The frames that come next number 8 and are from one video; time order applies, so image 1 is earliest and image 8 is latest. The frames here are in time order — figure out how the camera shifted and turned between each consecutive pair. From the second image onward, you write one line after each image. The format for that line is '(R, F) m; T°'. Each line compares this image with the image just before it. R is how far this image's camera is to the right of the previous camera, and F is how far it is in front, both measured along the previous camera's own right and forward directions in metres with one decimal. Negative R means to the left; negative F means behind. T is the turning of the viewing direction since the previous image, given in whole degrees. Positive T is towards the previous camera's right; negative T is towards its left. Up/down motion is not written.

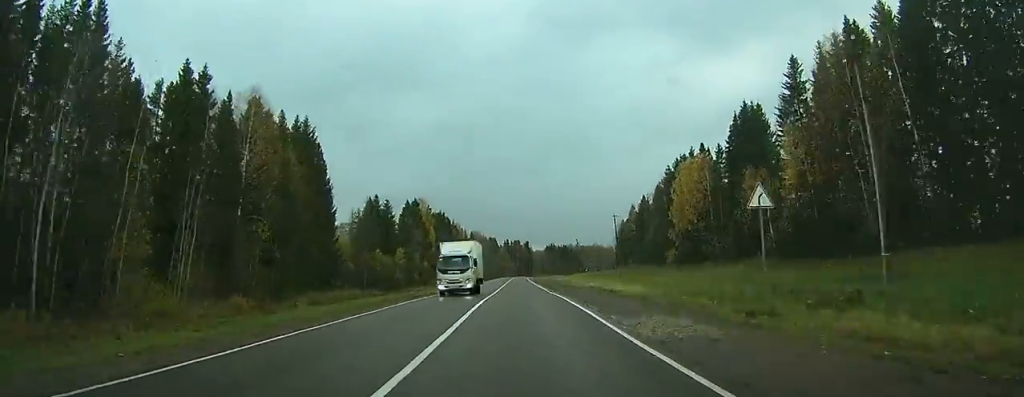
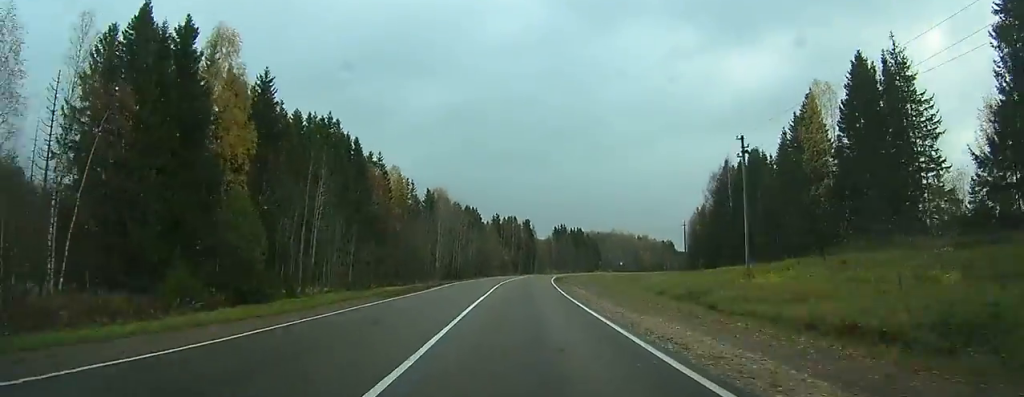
(-0.2, +112.4) m; +1°
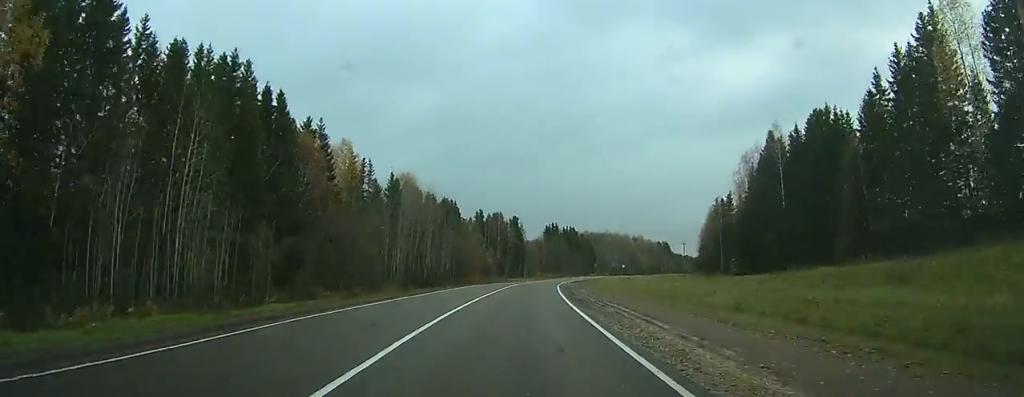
(+0.5, +25.6) m; +2°
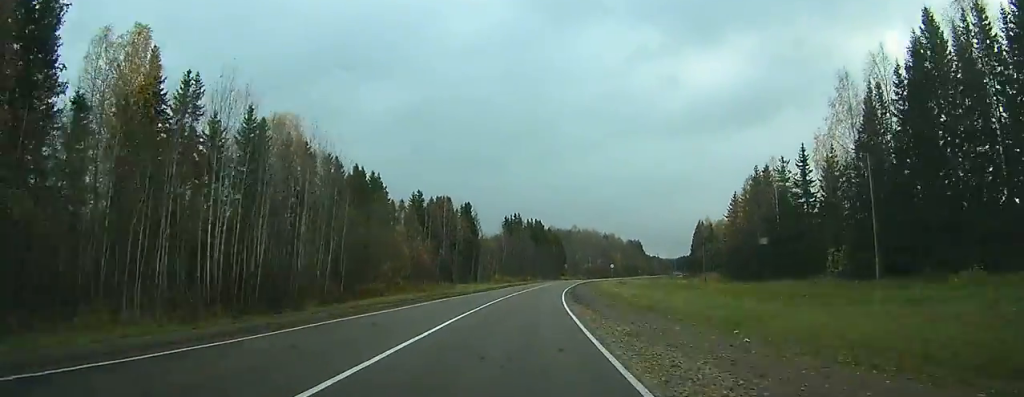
(+1.3, +45.8) m; +3°
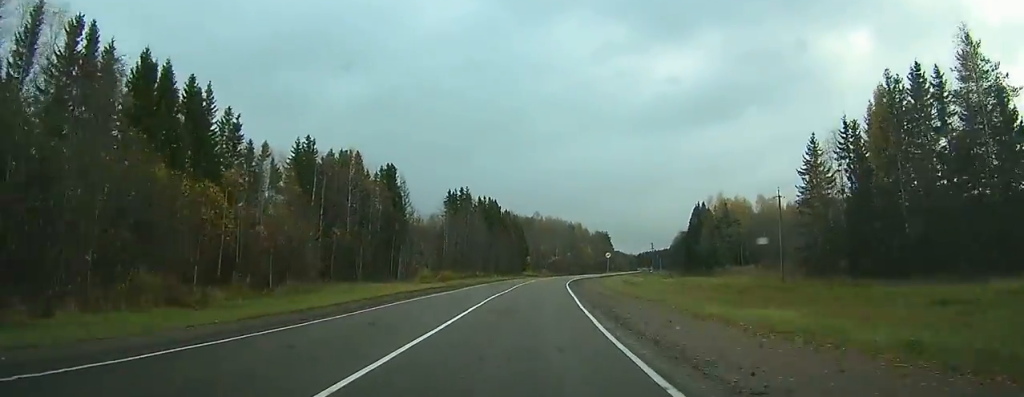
(+1.5, +47.6) m; +4°
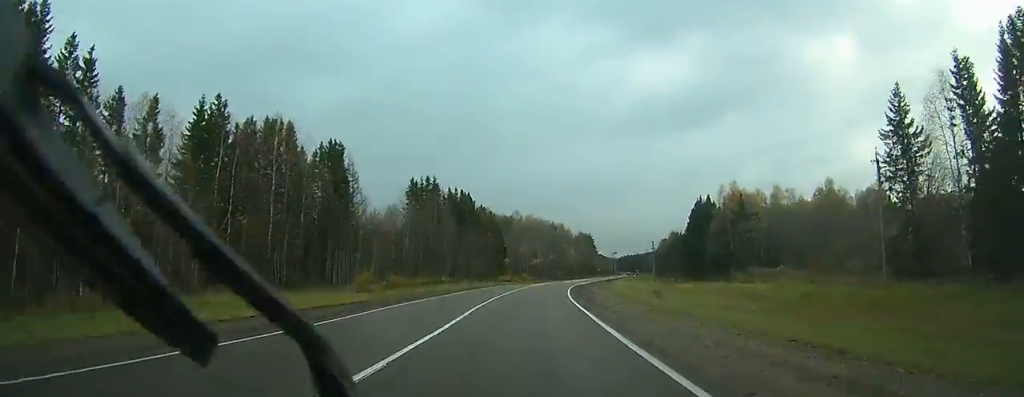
(+0.3, +21.5) m; +2°
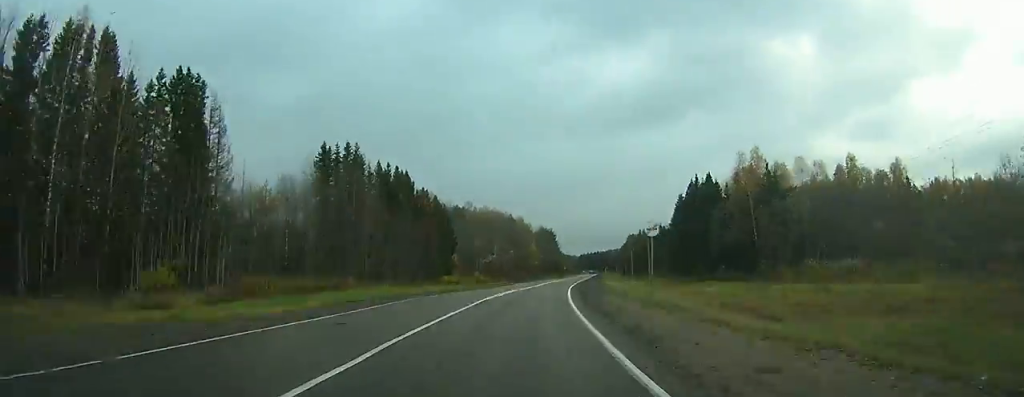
(+0.5, +30.3) m; +4°
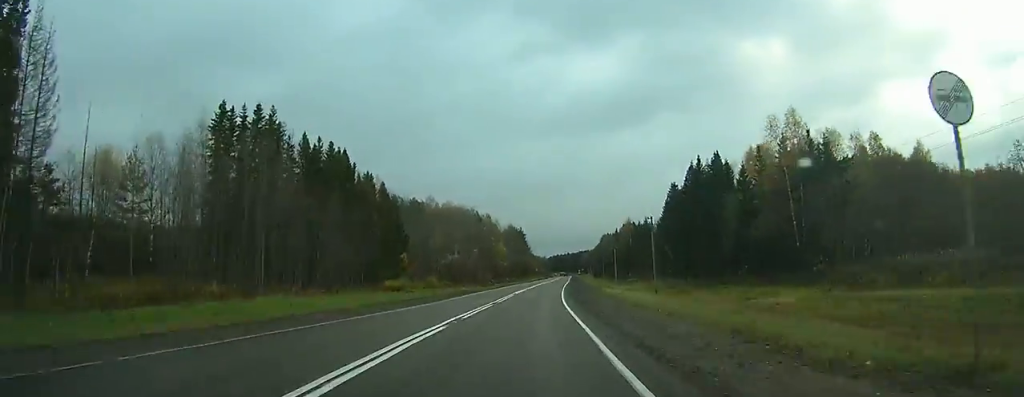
(+1.0, +22.0) m; +2°
